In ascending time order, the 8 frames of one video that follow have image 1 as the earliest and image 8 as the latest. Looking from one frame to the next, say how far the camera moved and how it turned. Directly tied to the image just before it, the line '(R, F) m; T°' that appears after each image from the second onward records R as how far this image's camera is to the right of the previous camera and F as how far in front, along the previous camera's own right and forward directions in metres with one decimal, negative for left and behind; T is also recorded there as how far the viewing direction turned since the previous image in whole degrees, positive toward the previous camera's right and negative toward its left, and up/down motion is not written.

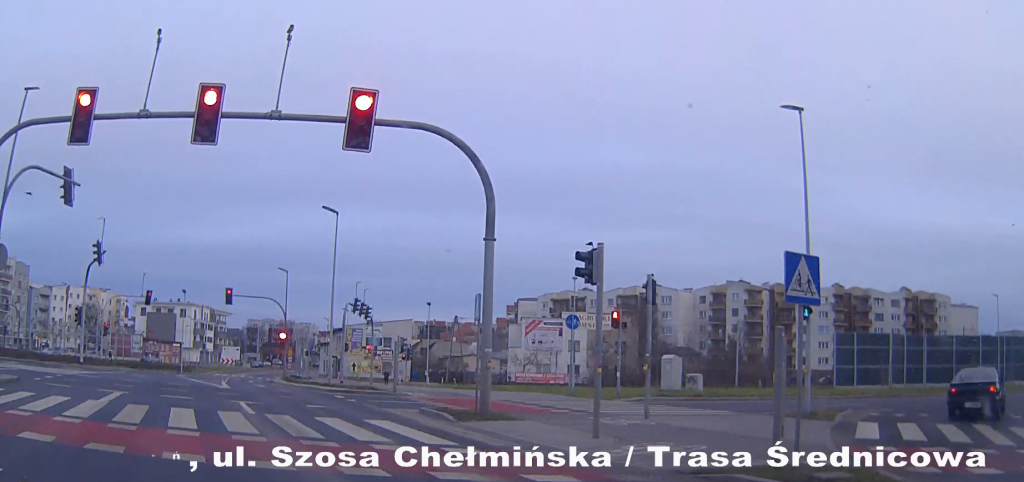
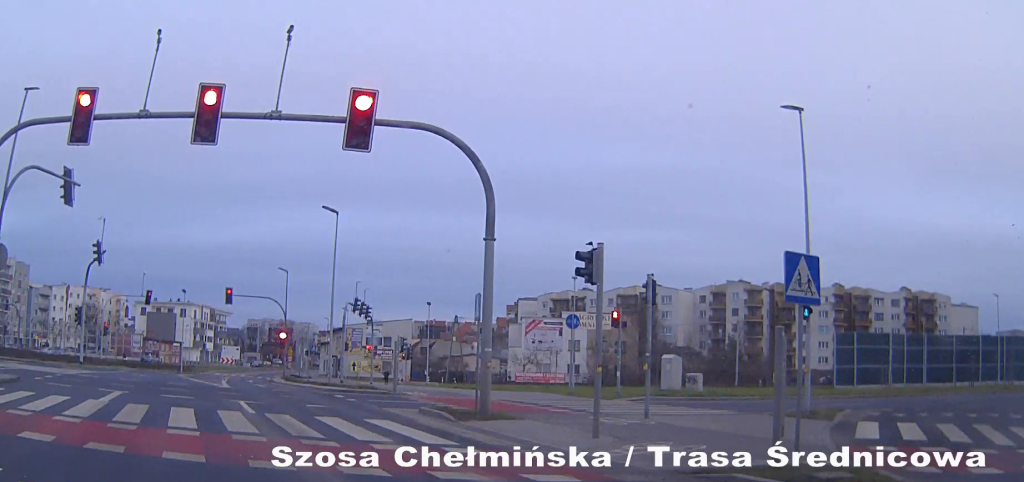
(0.0, 0.0) m; 0°
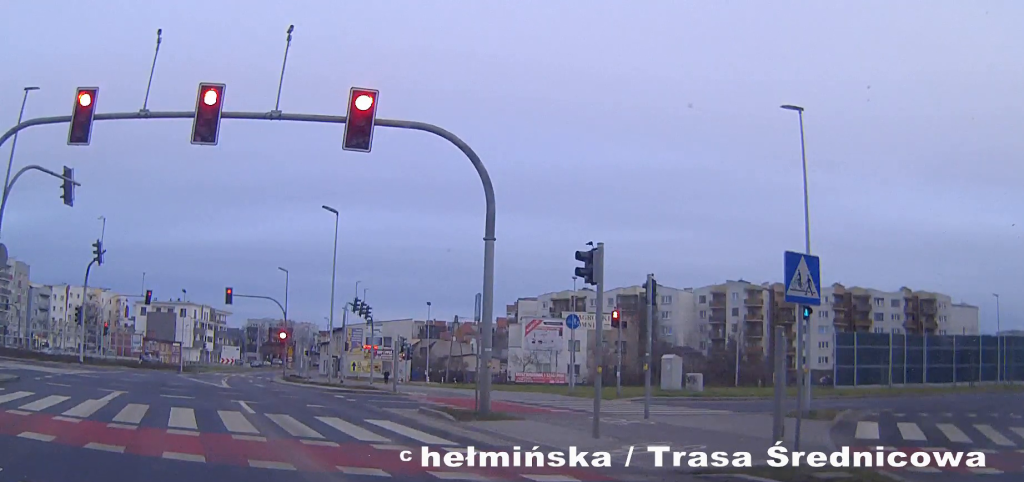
(0.0, 0.0) m; 0°
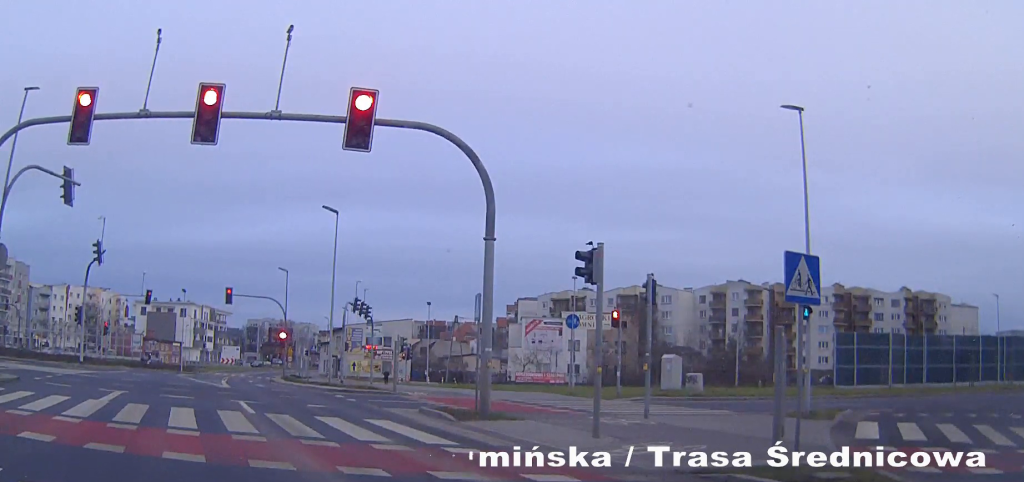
(0.0, 0.0) m; 0°
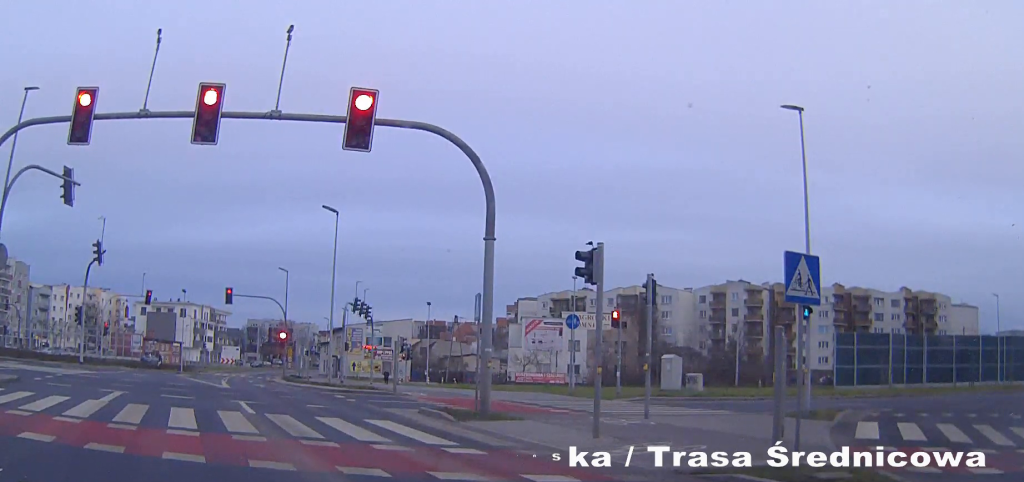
(0.0, 0.0) m; 0°
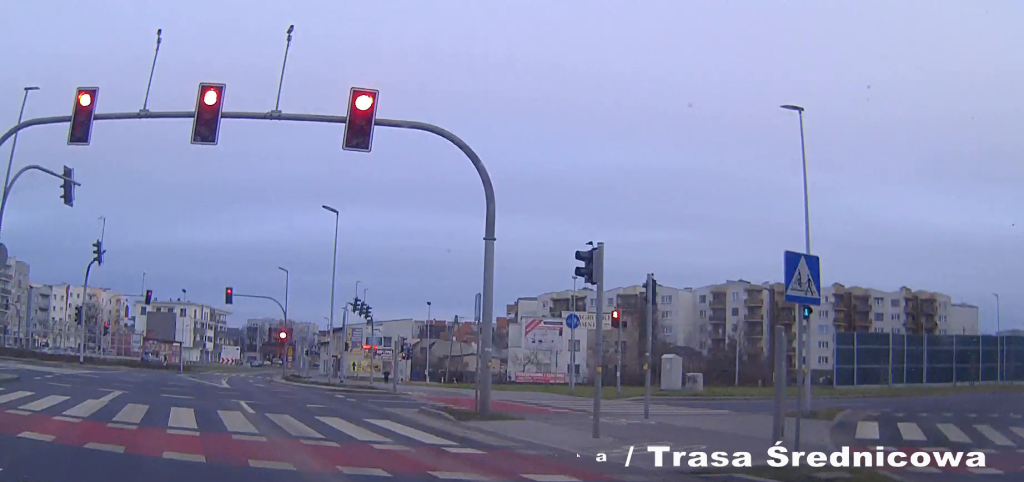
(0.0, 0.0) m; 0°
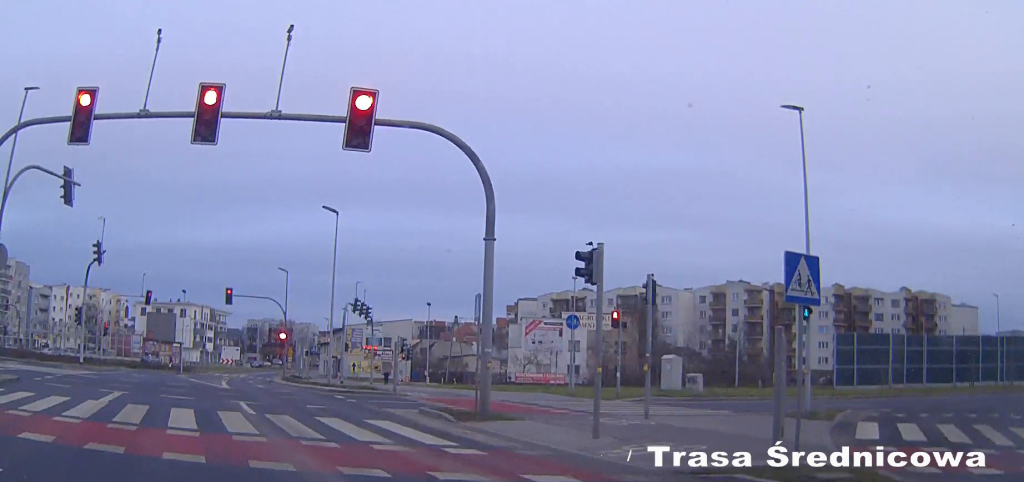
(0.0, 0.0) m; 0°
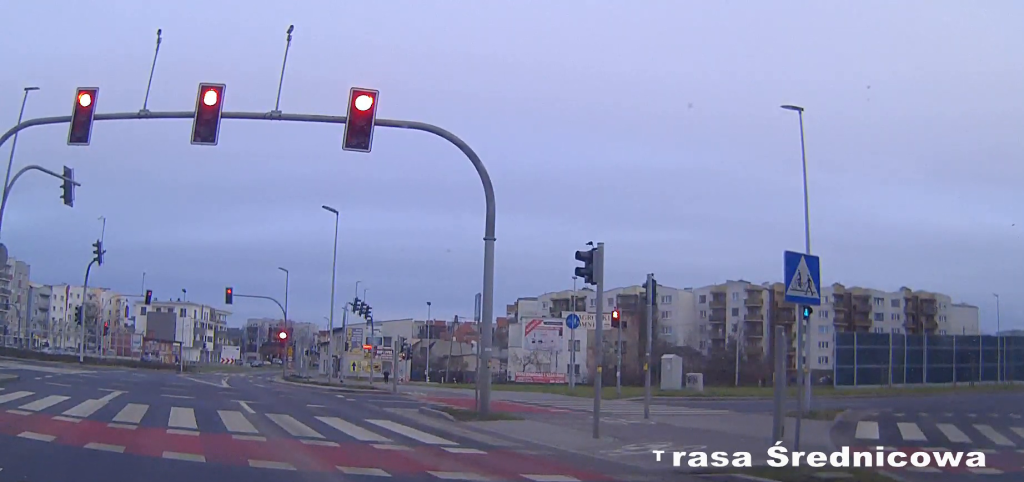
(0.0, 0.0) m; 0°
